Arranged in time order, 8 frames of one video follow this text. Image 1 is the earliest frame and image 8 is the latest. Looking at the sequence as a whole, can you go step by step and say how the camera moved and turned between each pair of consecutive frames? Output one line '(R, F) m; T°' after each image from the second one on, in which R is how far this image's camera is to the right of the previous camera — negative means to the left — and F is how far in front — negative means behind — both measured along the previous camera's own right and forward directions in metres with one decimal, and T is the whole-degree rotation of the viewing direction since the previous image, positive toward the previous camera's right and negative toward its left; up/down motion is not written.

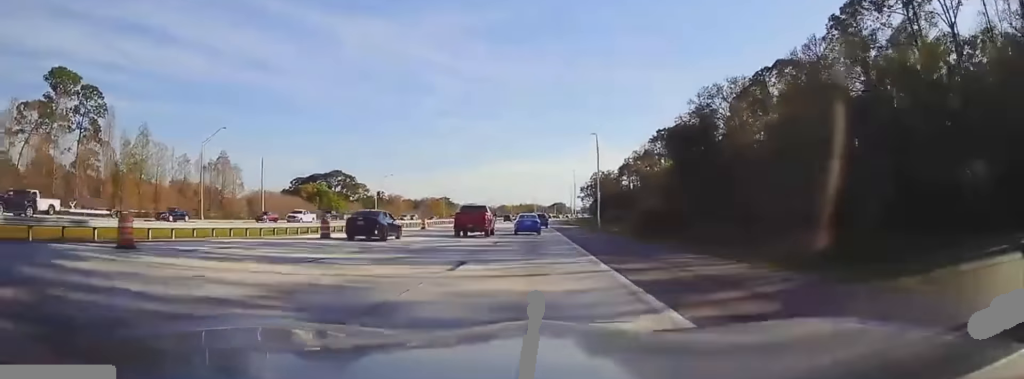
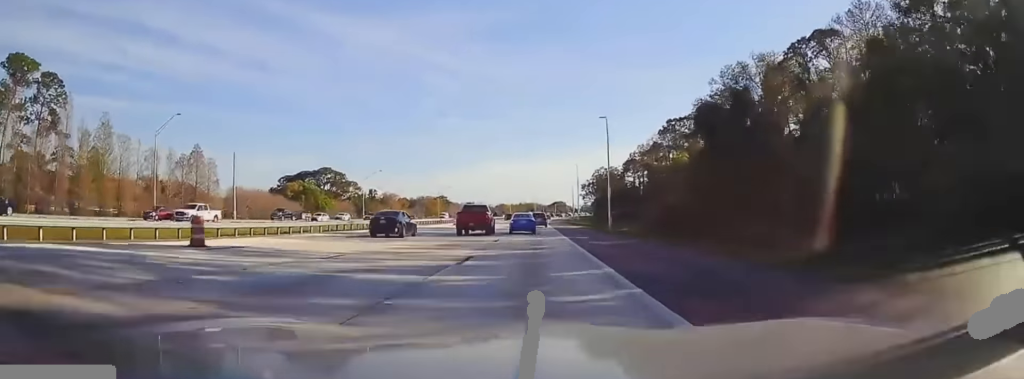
(+0.1, +10.7) m; -1°
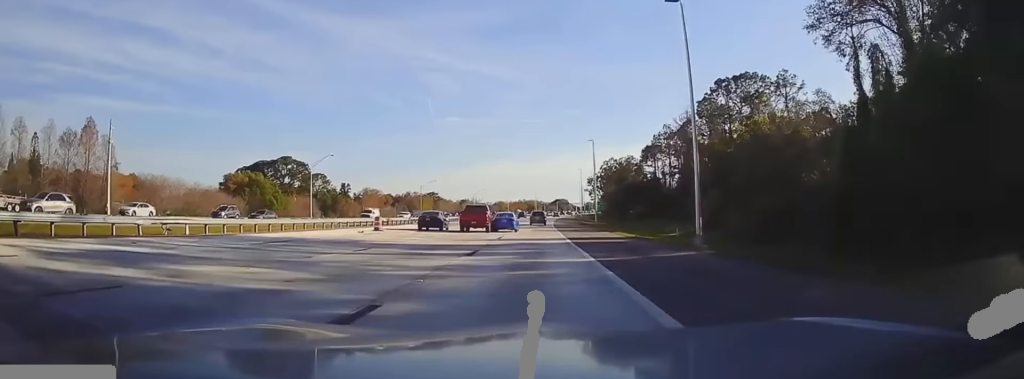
(-0.7, +33.7) m; 0°
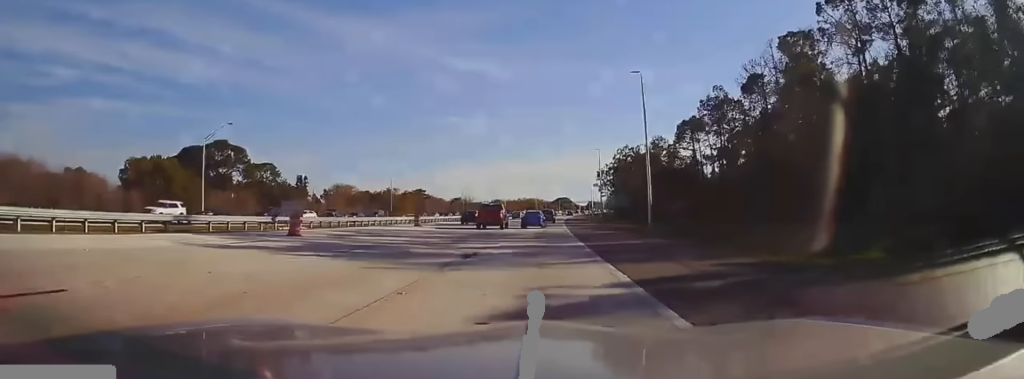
(+1.0, +37.6) m; +2°
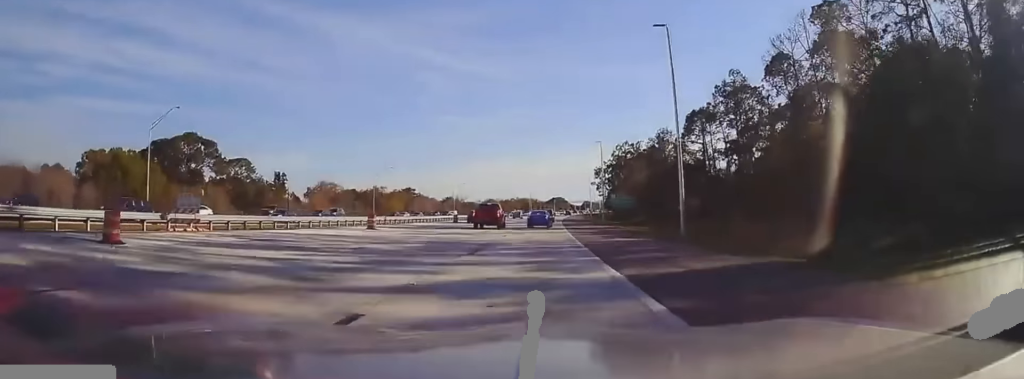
(0.0, +11.2) m; 0°
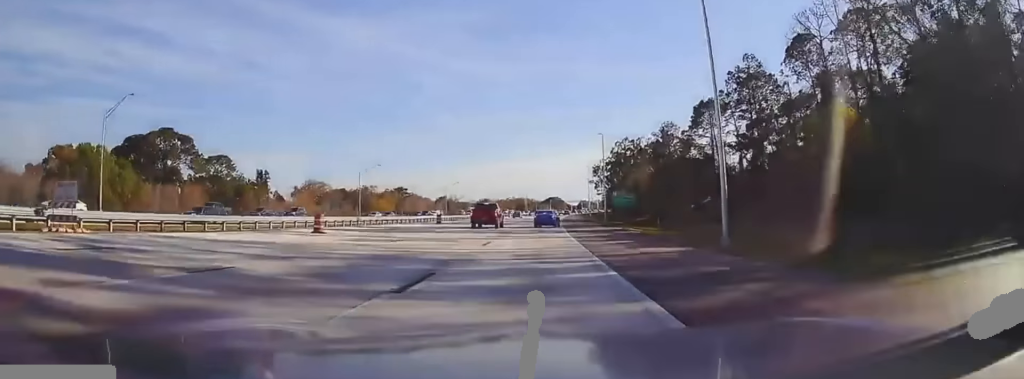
(0.0, +7.9) m; 0°
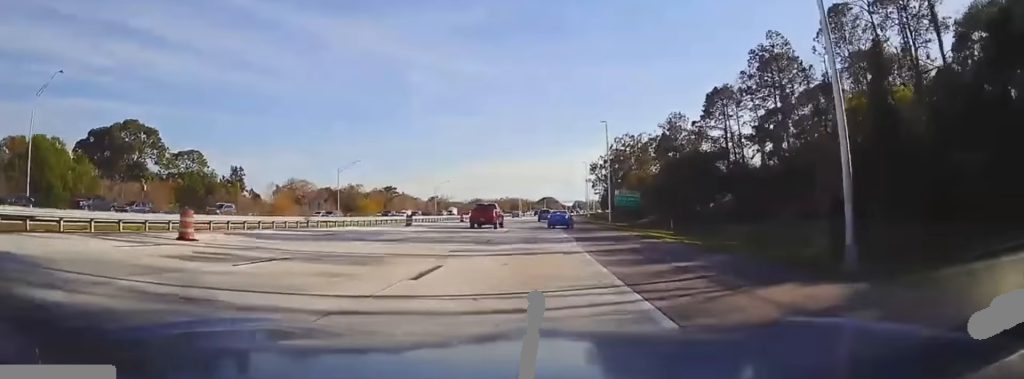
(0.0, +9.9) m; 0°
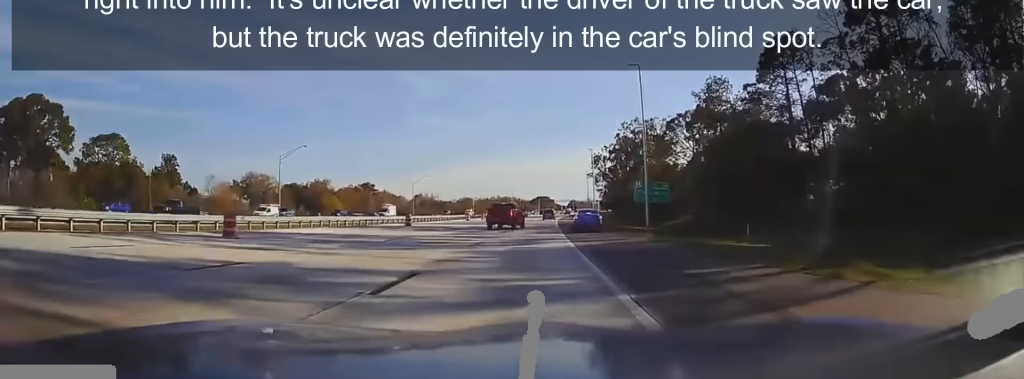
(0.0, +25.3) m; +3°
